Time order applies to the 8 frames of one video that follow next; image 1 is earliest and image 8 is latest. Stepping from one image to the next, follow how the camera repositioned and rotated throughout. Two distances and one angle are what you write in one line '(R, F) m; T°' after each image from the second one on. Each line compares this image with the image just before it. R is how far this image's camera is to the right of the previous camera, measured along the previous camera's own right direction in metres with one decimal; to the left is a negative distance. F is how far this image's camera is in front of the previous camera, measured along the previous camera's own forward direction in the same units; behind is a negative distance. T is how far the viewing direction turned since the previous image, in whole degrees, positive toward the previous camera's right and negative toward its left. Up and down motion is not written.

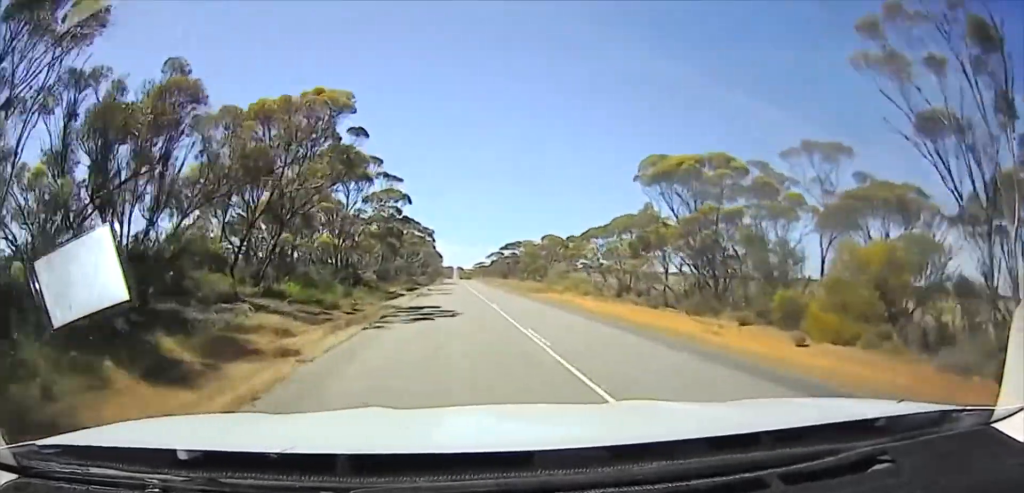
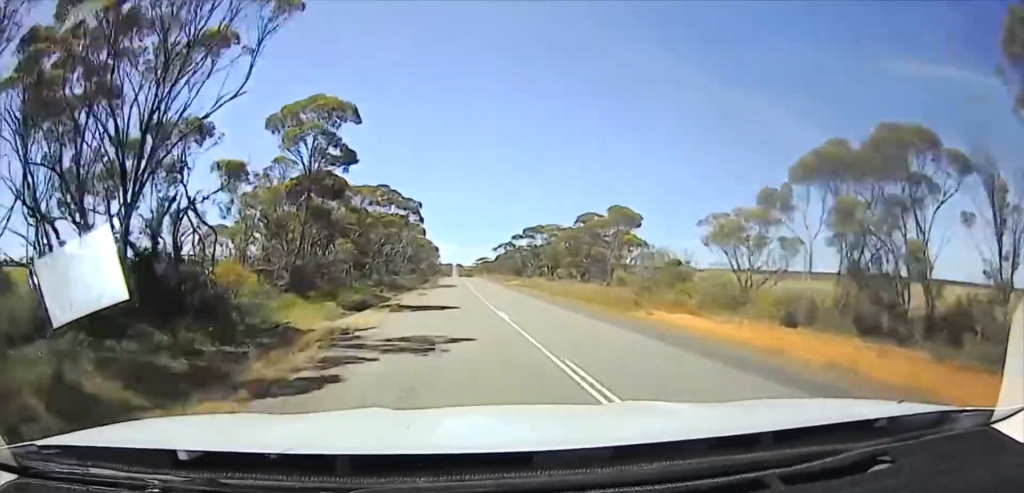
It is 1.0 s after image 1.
(0.0, +33.3) m; 0°
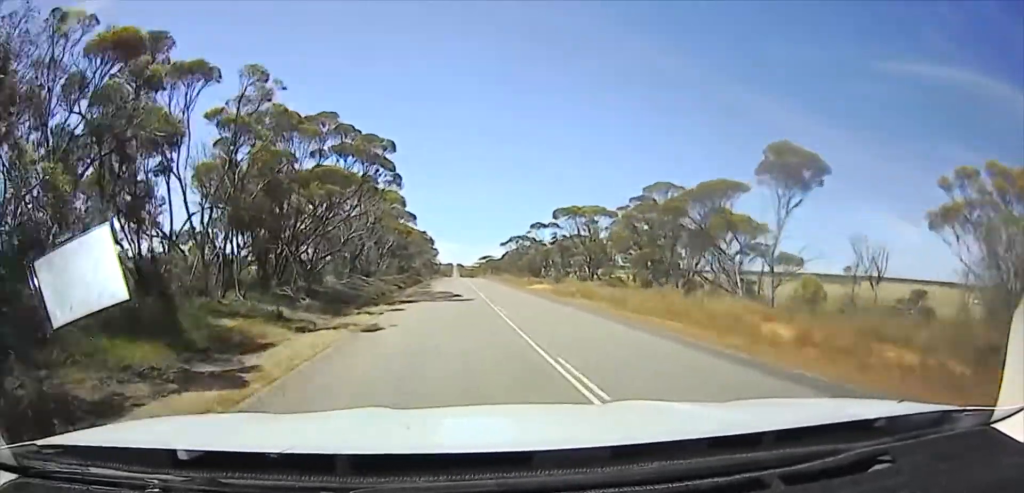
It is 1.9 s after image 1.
(0.0, +27.7) m; +1°
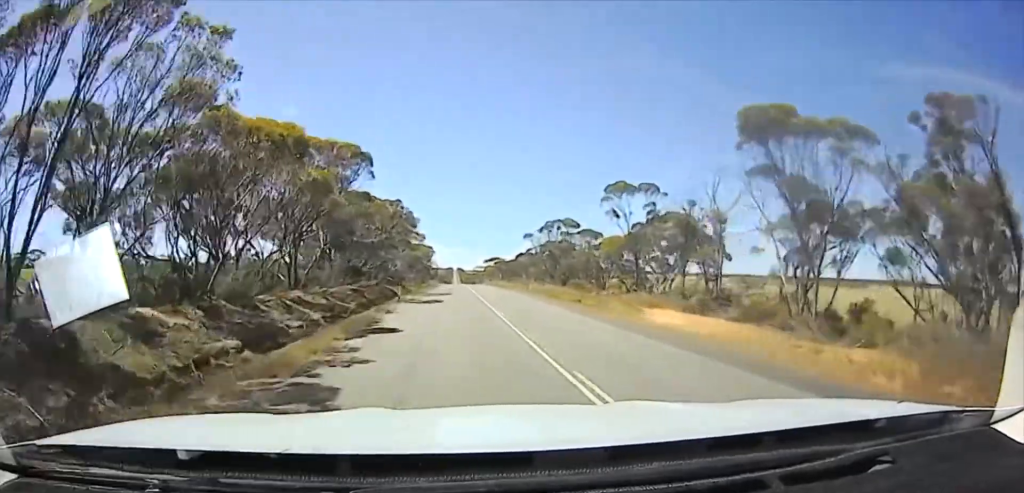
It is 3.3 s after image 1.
(+0.4, +35.9) m; +1°
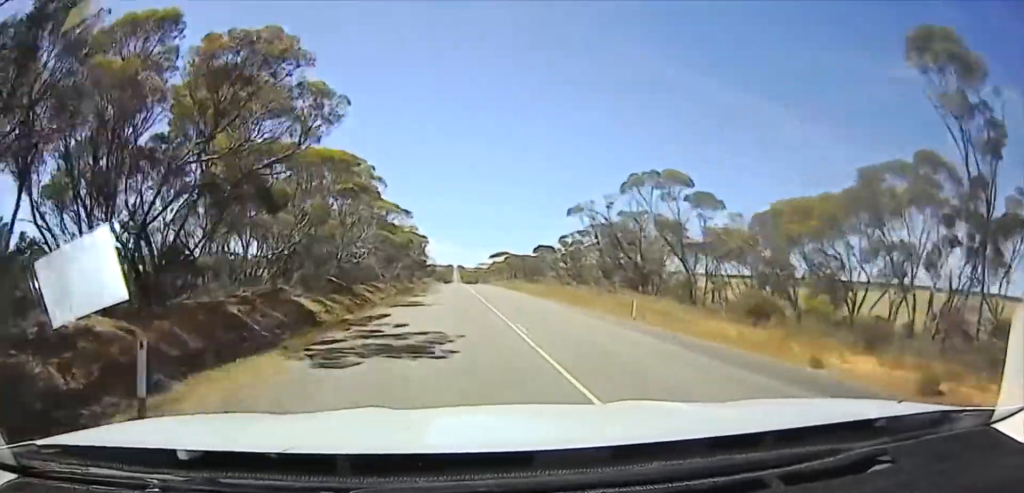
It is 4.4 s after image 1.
(0.0, +25.0) m; 0°
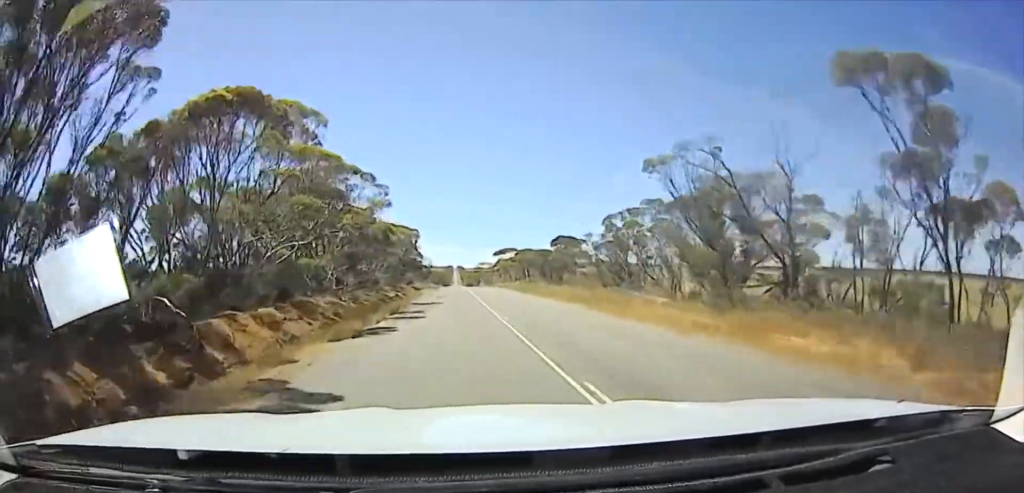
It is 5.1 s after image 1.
(0.0, +14.2) m; 0°
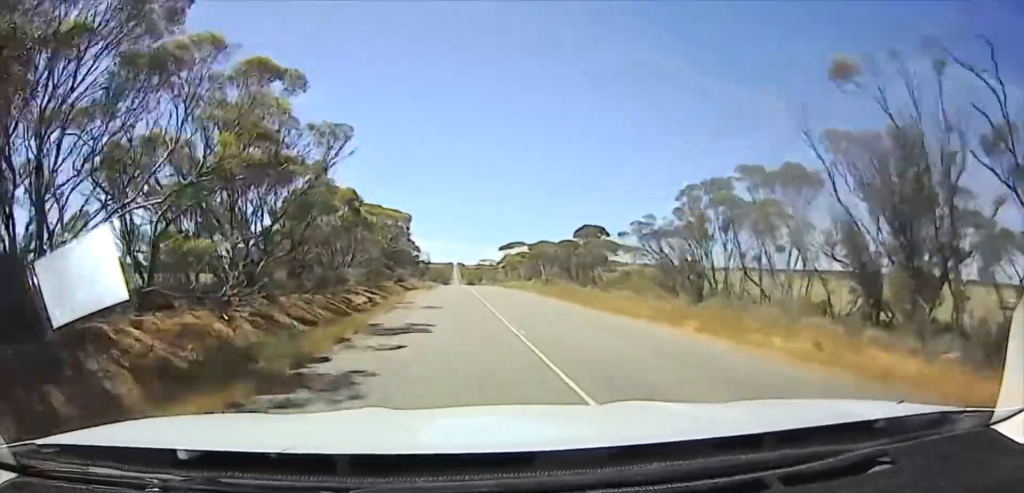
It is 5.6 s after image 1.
(0.0, +11.2) m; 0°
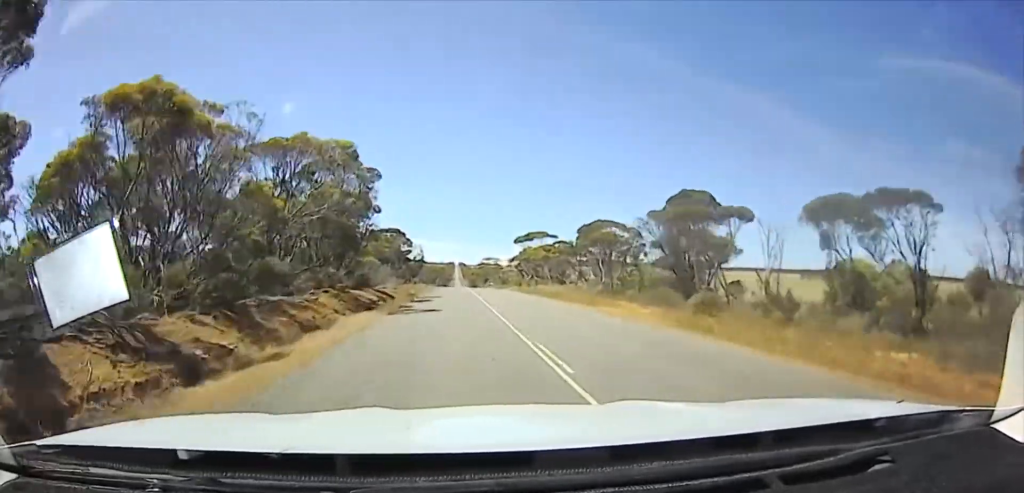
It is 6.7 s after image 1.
(0.0, +23.6) m; 0°
